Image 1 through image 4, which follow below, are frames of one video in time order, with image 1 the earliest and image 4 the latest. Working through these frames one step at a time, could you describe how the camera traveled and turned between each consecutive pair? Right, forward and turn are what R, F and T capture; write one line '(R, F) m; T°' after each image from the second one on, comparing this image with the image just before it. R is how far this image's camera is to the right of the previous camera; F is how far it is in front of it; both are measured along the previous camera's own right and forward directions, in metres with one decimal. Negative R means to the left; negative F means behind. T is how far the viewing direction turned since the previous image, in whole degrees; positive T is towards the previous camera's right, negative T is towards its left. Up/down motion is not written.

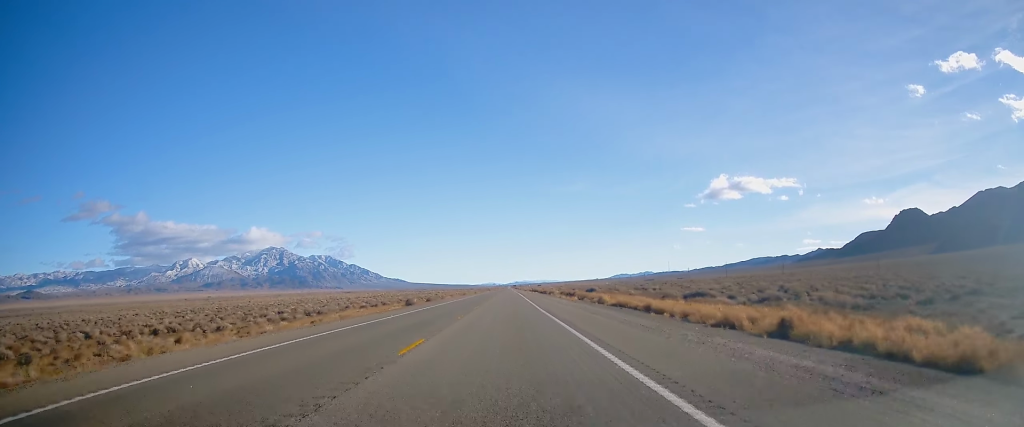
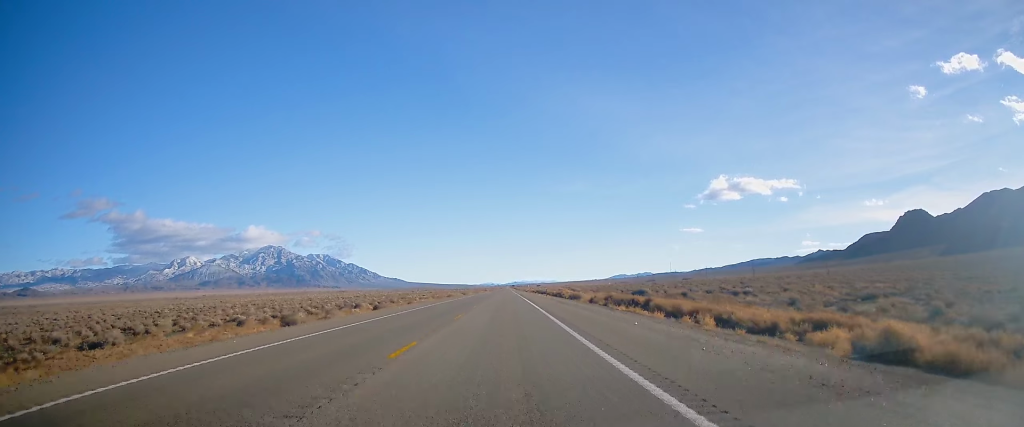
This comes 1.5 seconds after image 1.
(+0.3, +49.4) m; +1°
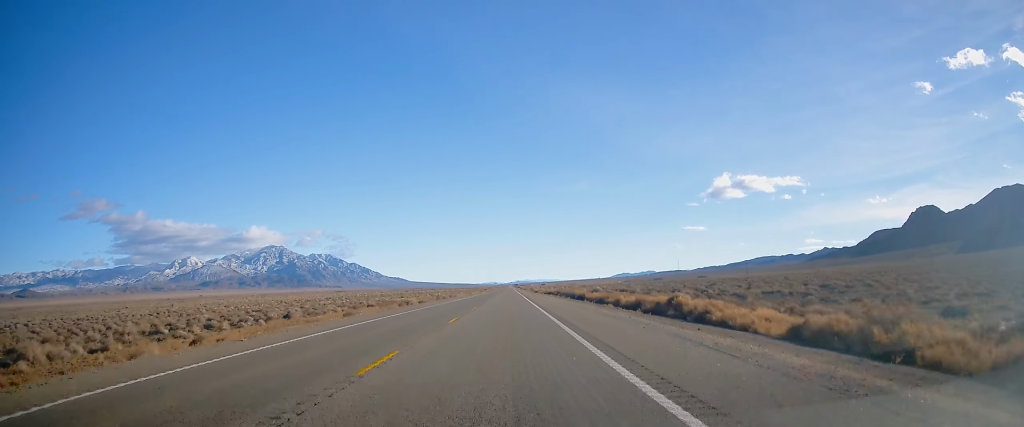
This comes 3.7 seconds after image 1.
(-0.2, +75.0) m; -1°
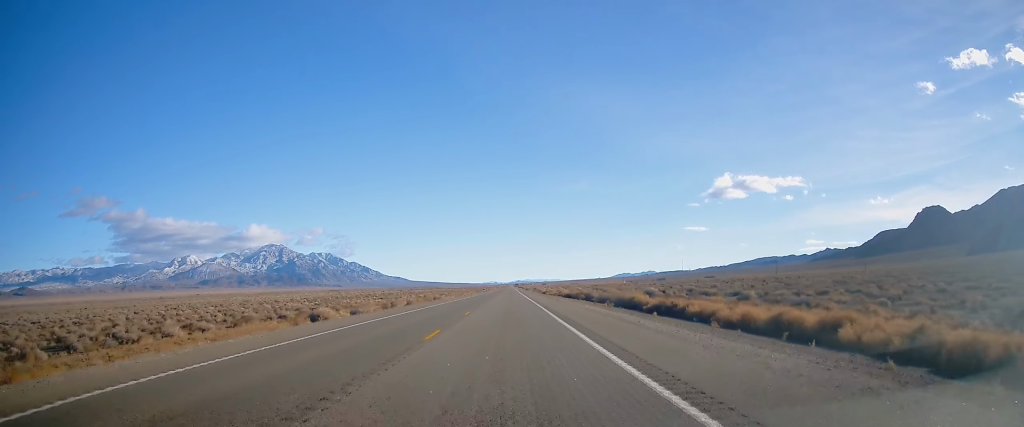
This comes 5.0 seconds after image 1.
(+0.1, +43.2) m; +1°
